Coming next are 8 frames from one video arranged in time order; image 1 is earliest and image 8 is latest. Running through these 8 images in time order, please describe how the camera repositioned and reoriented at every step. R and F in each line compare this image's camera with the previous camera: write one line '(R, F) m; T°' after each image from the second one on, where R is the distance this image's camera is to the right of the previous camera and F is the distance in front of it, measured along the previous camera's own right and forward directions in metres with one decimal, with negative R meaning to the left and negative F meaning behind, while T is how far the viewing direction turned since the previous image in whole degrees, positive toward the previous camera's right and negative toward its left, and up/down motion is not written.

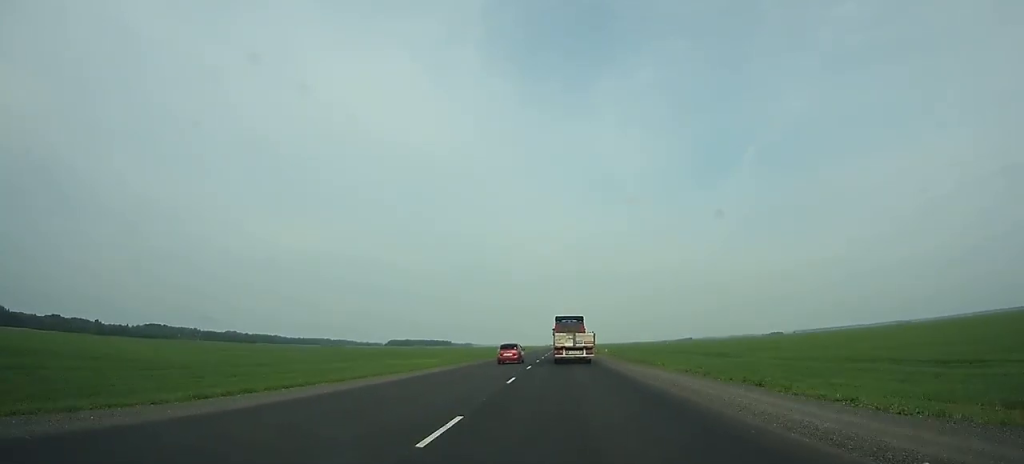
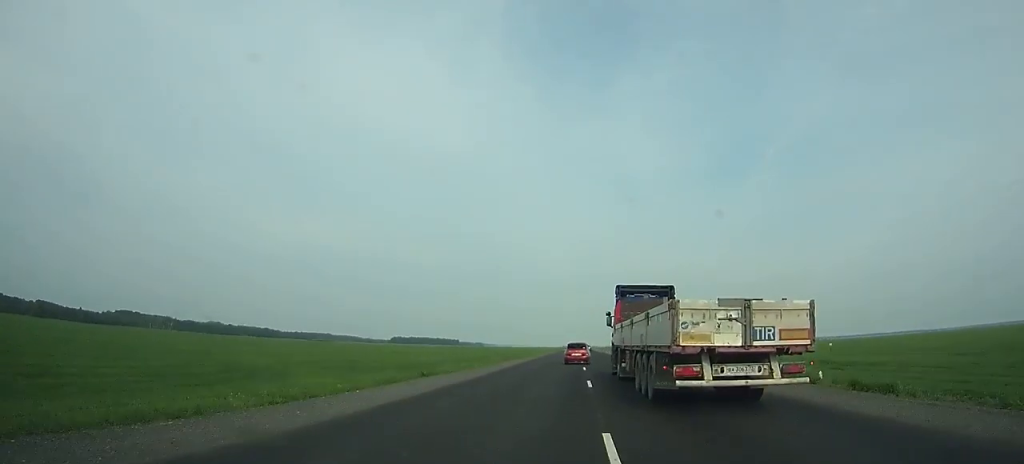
(-1.1, +139.4) m; 0°
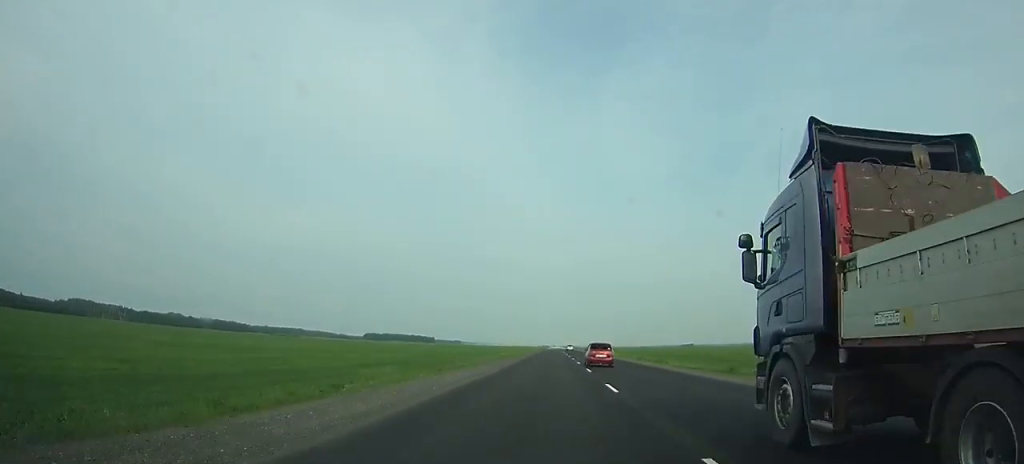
(+0.8, +74.1) m; +1°
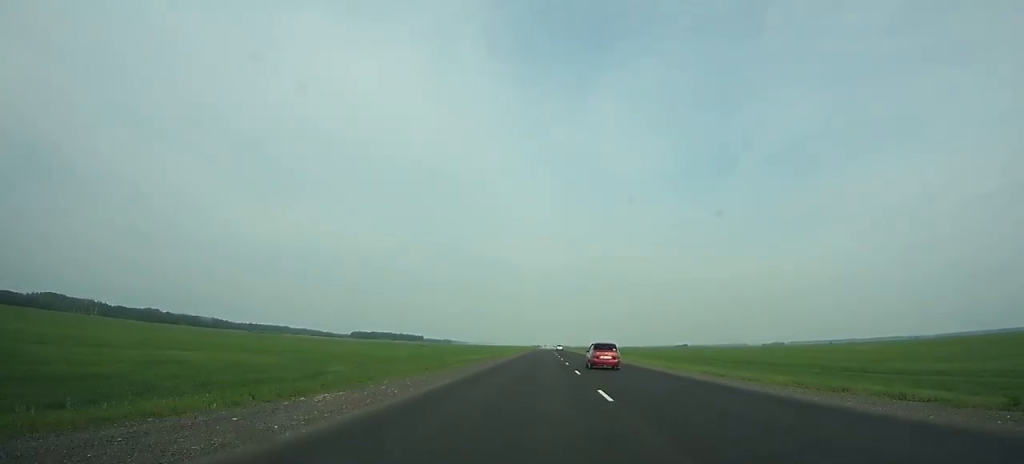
(+0.5, +48.8) m; 0°
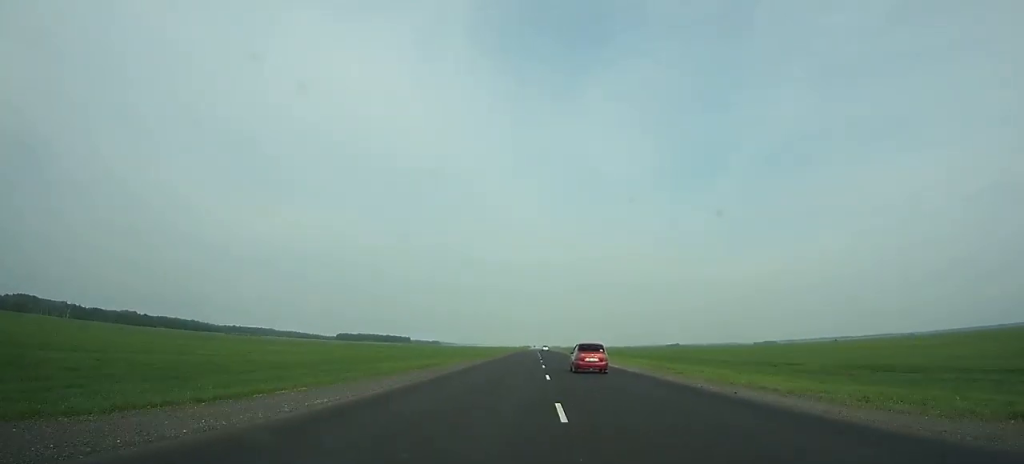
(+0.4, +36.4) m; 0°
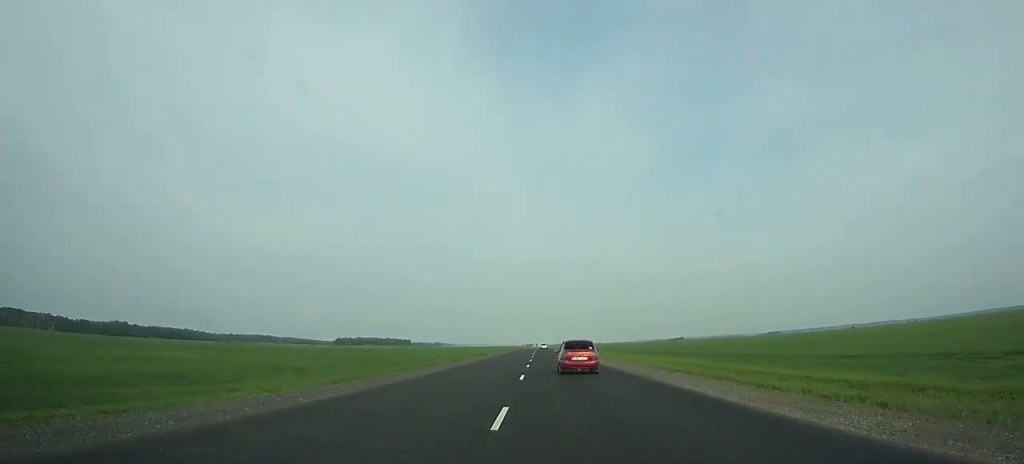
(+0.1, +36.2) m; 0°
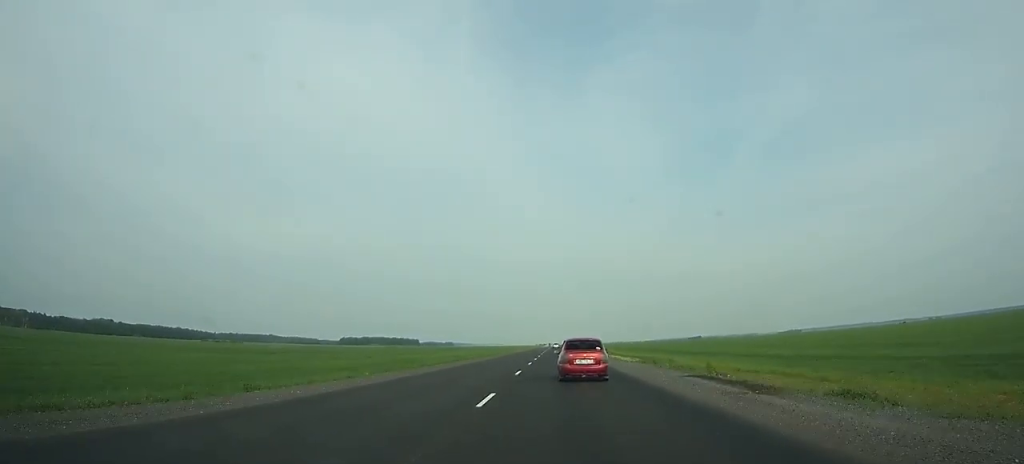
(-0.4, +77.8) m; -1°
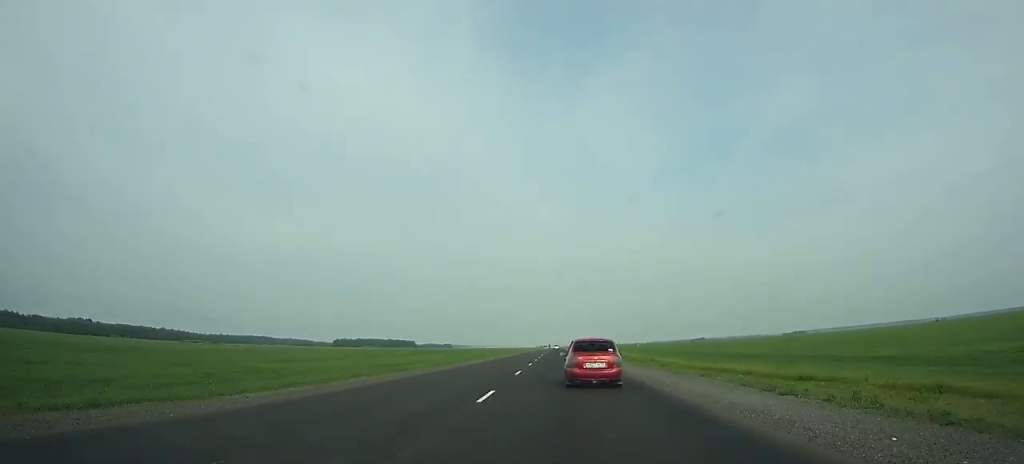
(-0.3, +59.0) m; 0°
